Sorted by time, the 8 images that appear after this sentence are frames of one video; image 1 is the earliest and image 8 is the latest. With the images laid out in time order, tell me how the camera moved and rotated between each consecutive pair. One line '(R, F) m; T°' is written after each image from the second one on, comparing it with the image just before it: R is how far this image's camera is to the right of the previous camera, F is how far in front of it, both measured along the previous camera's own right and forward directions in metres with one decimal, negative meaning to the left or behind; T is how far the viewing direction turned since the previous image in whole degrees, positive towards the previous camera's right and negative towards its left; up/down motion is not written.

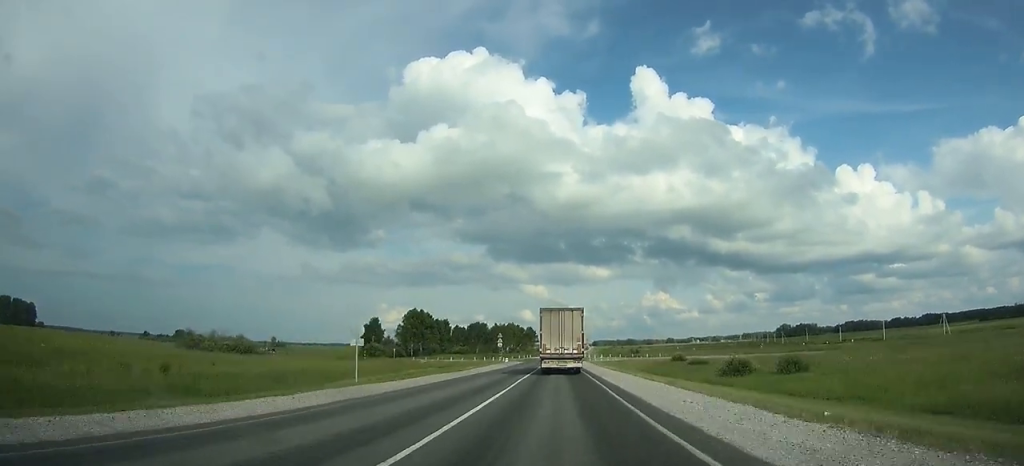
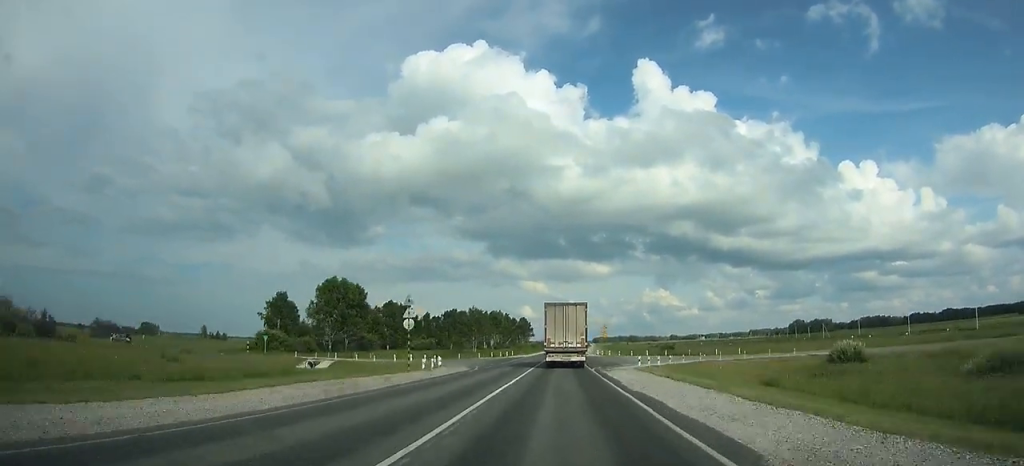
(+0.1, +60.9) m; 0°
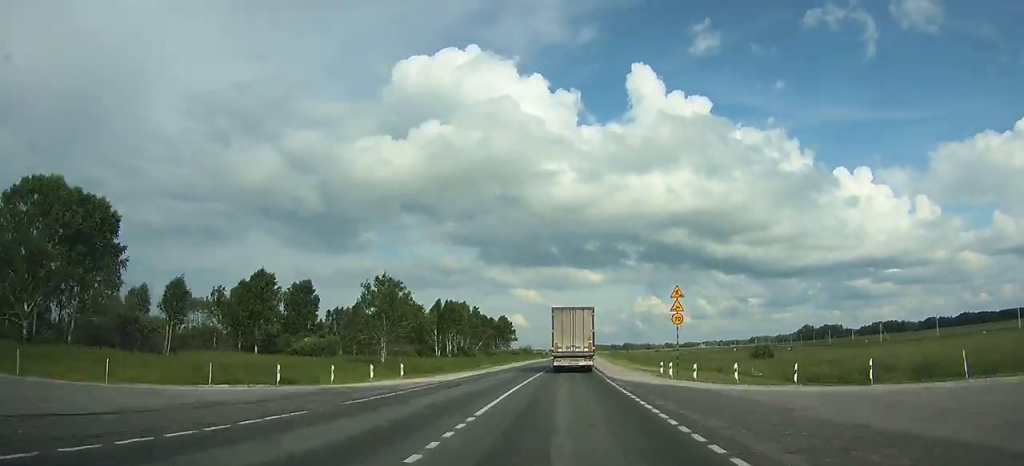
(+0.5, +67.9) m; +1°
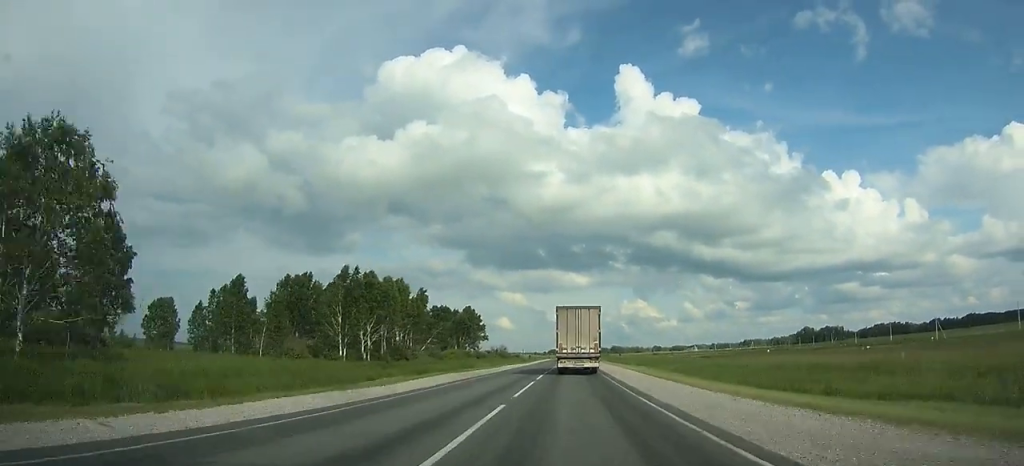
(+0.2, +49.4) m; +1°
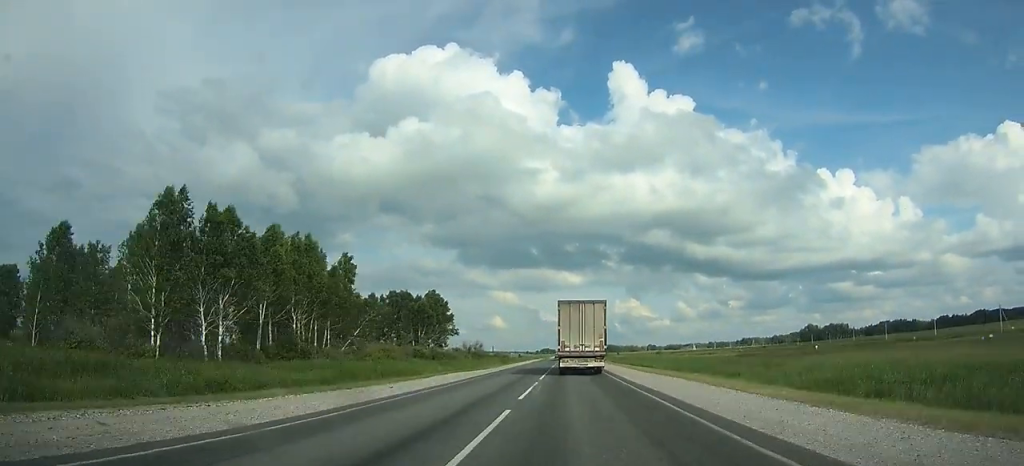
(+0.4, +38.2) m; 0°
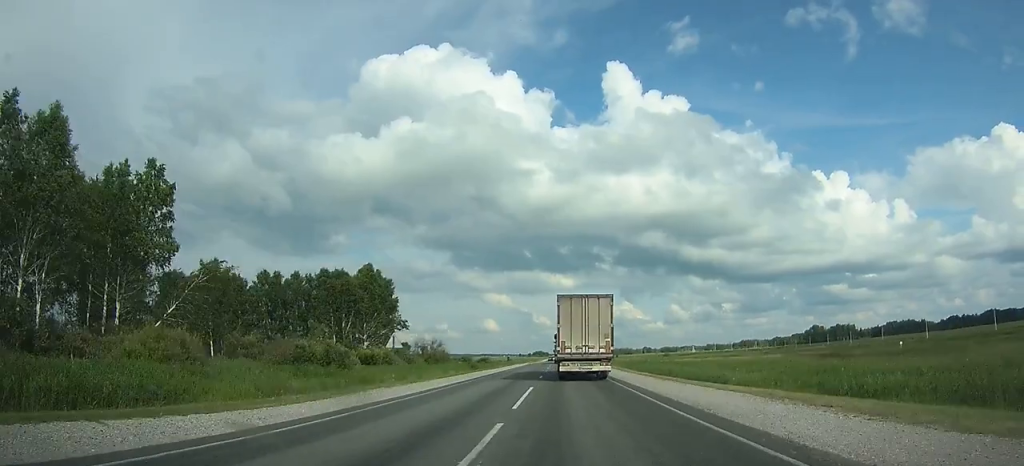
(+0.3, +38.1) m; 0°
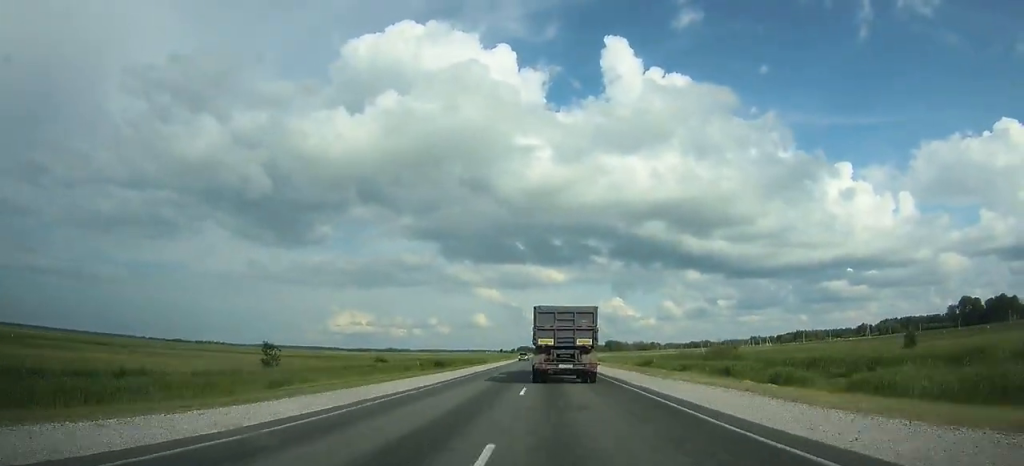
(+5.4, +300.9) m; +2°
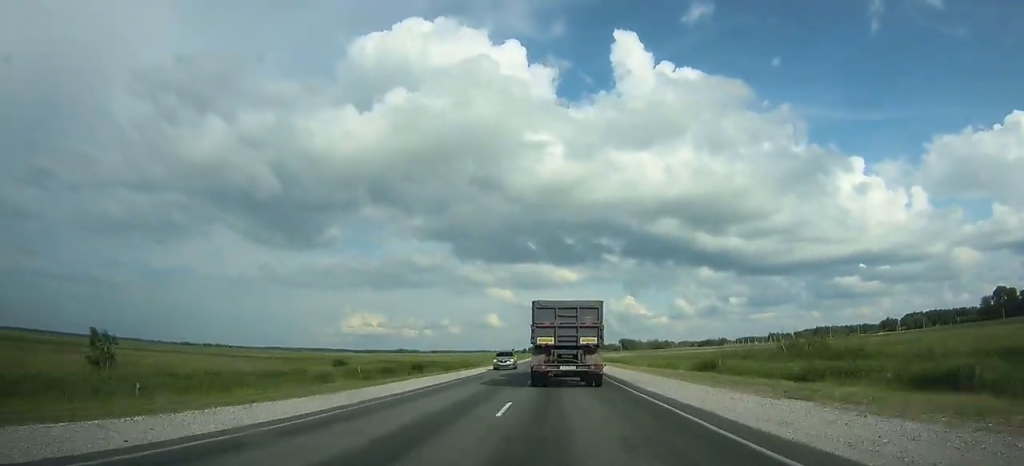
(-0.1, +28.8) m; 0°
